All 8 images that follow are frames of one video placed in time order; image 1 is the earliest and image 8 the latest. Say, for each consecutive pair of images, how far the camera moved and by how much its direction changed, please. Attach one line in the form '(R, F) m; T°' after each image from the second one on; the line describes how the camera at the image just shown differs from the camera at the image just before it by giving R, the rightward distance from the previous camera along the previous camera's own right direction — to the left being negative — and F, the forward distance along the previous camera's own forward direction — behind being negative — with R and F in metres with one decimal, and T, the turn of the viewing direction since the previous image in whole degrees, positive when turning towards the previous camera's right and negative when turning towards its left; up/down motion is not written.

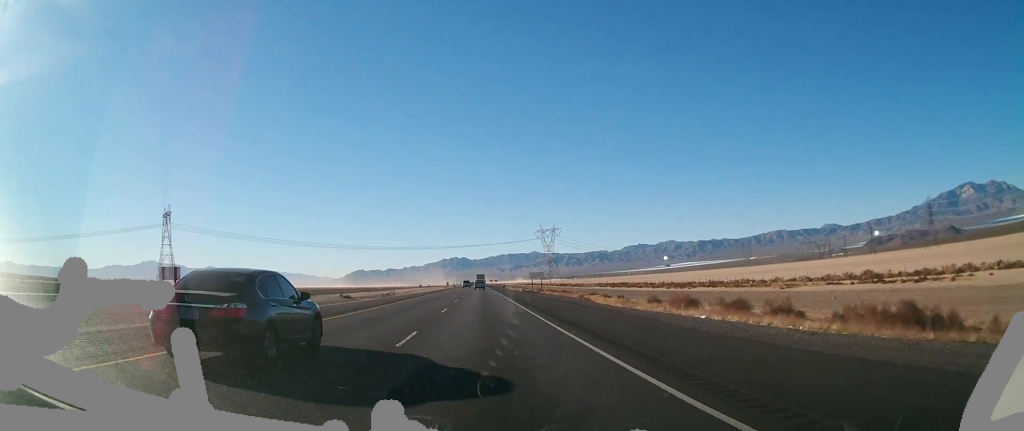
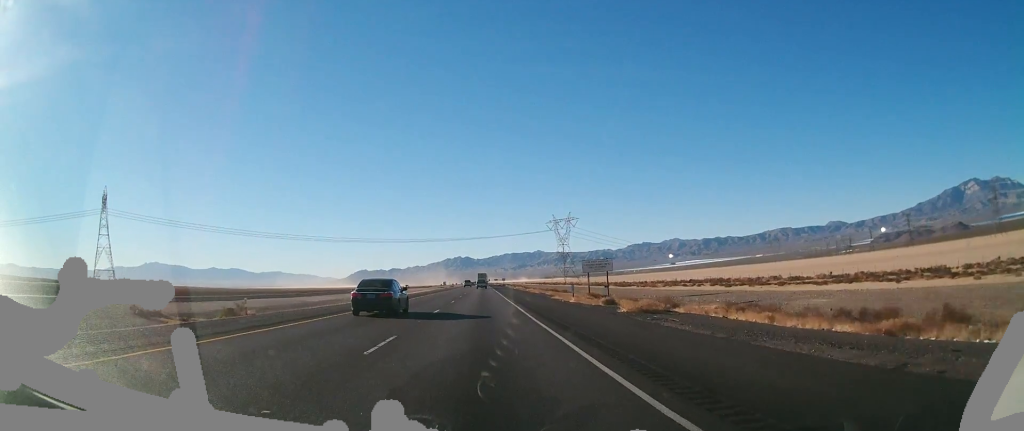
(+0.8, +74.2) m; +1°
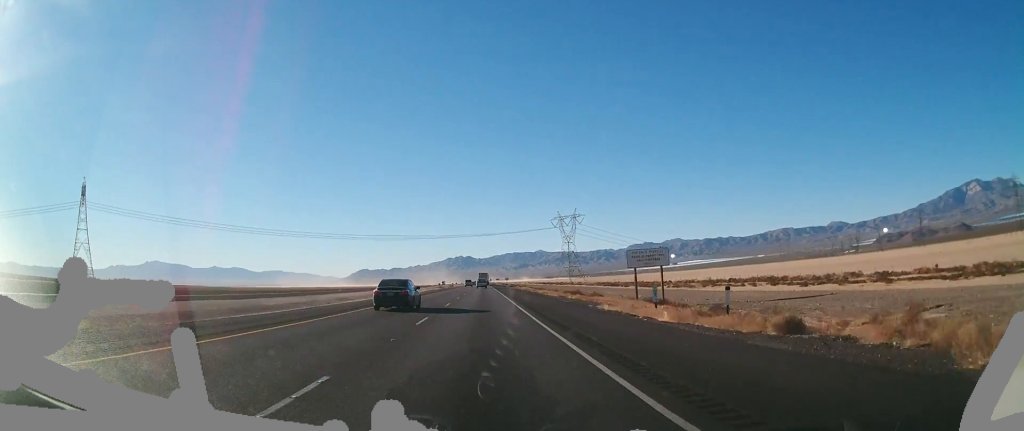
(0.0, +21.1) m; 0°
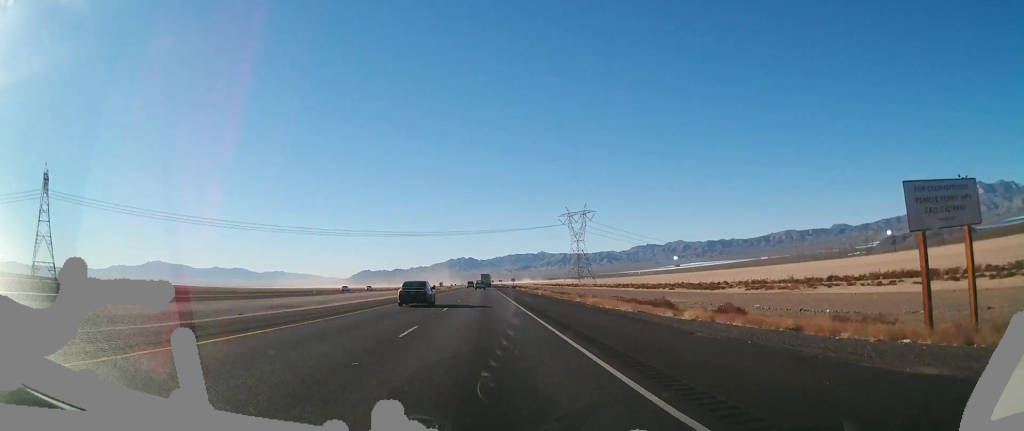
(-0.3, +33.3) m; -1°
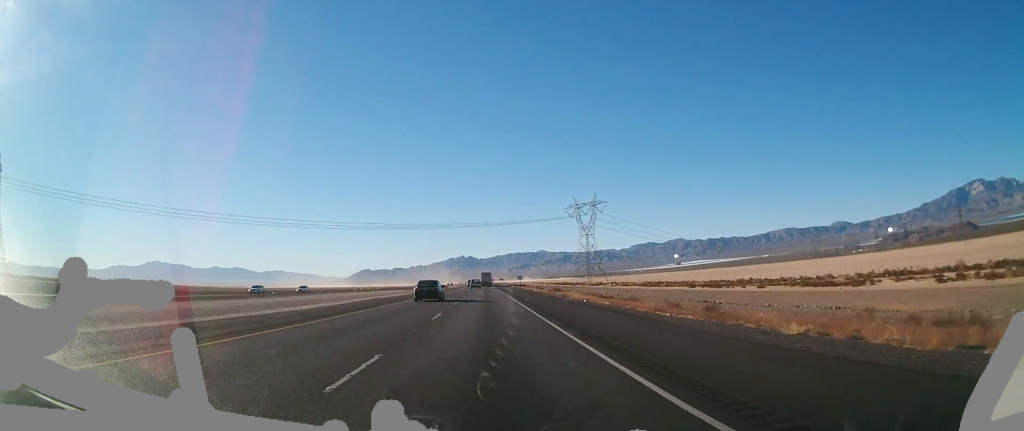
(-0.1, +36.6) m; 0°
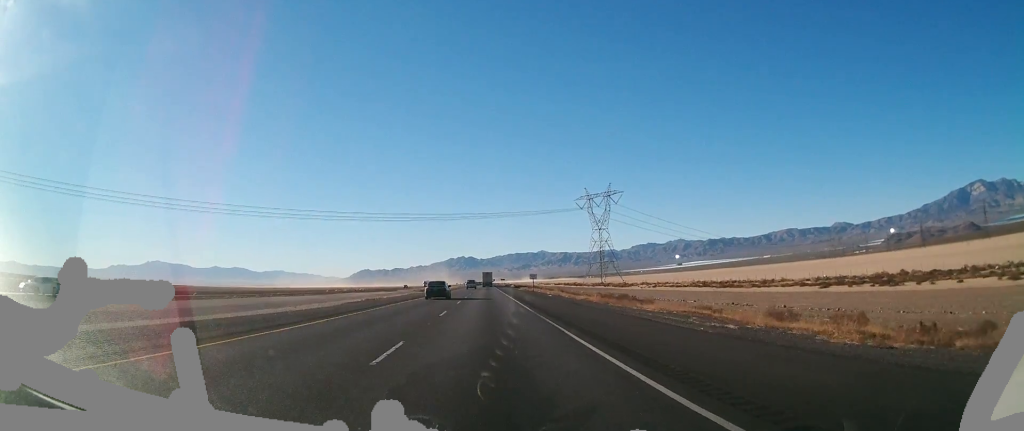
(+0.1, +41.0) m; 0°
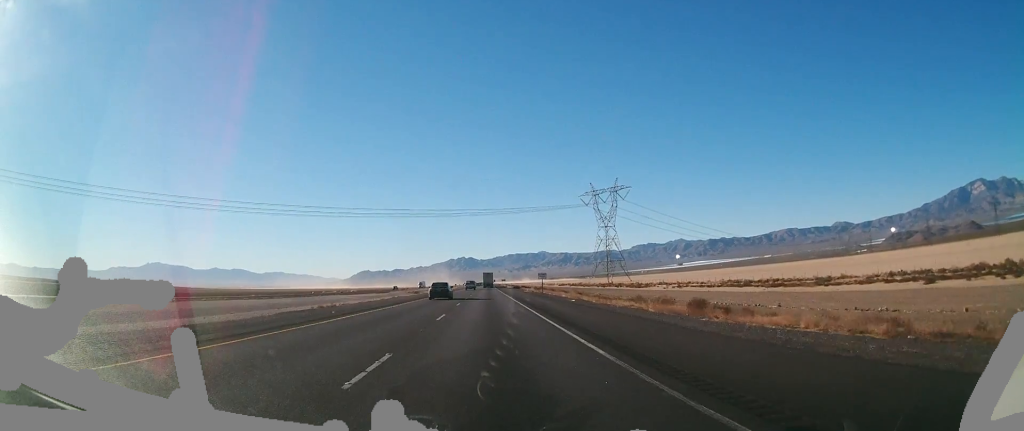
(0.0, +16.6) m; 0°
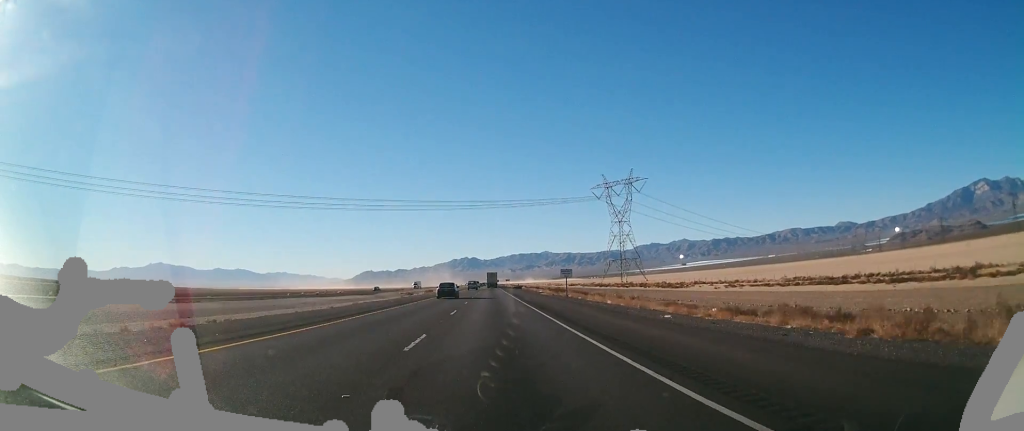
(0.0, +24.4) m; 0°
